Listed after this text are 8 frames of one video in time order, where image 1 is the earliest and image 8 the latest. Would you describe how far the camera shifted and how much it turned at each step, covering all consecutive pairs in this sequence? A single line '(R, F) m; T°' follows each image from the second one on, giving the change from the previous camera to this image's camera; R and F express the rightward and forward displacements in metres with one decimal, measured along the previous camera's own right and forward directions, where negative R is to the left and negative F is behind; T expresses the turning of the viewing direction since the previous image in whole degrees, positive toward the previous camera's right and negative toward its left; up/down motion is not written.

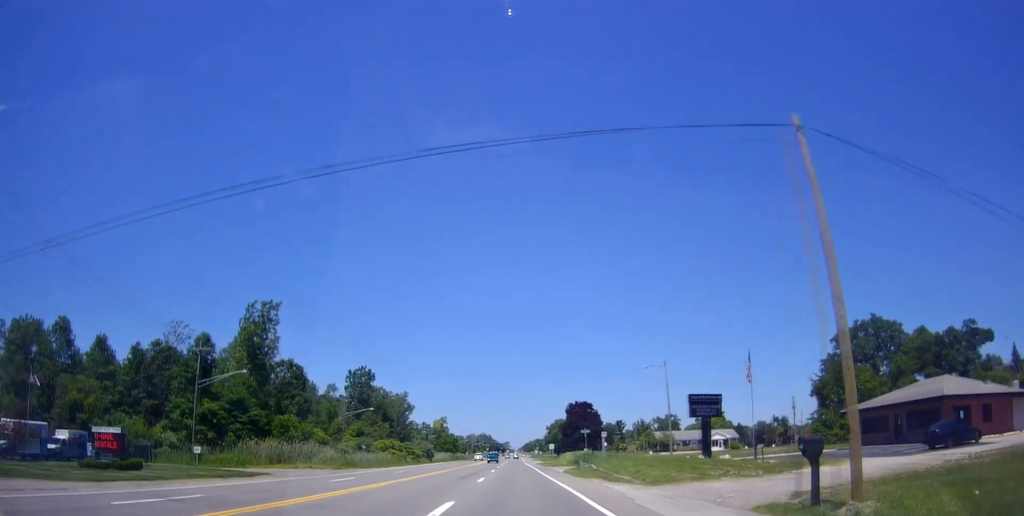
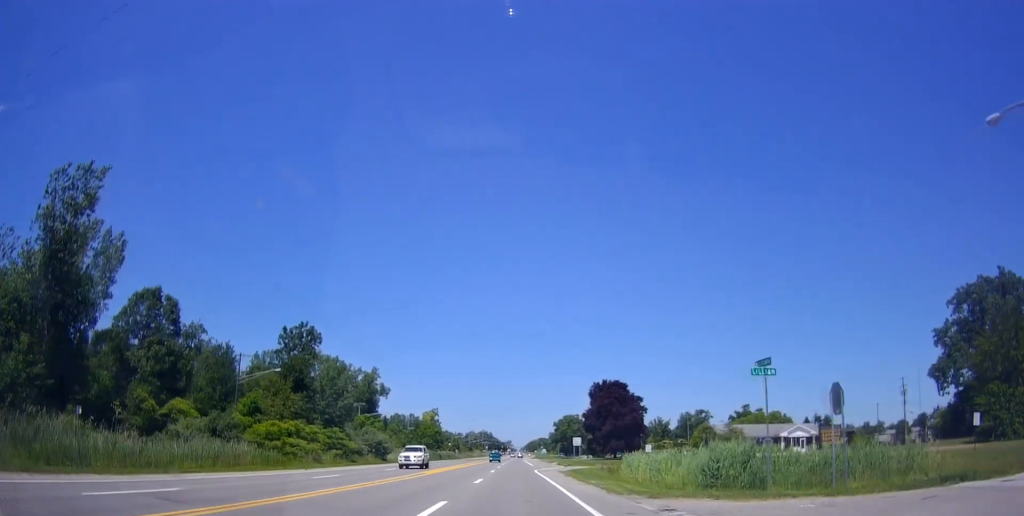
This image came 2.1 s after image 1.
(-0.4, +46.3) m; -1°
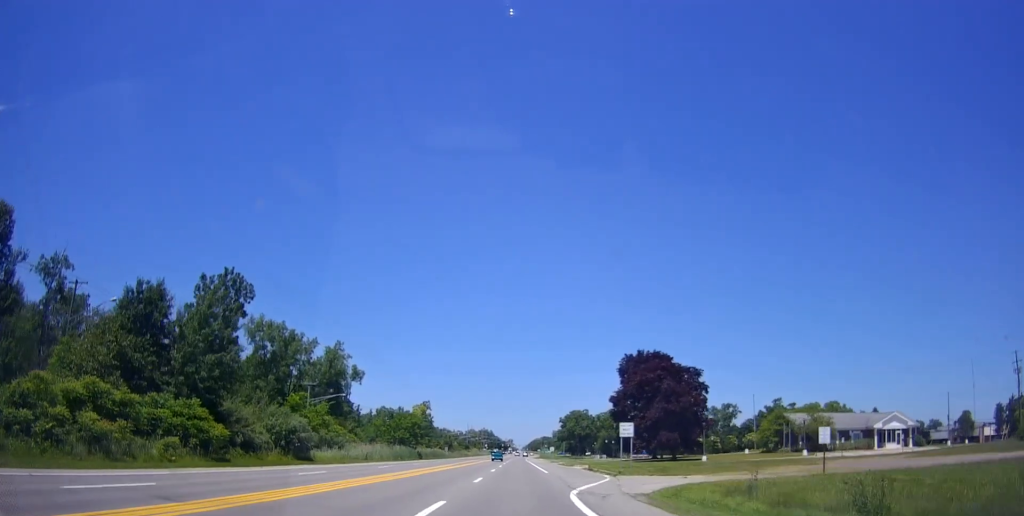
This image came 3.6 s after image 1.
(0.0, +31.3) m; 0°
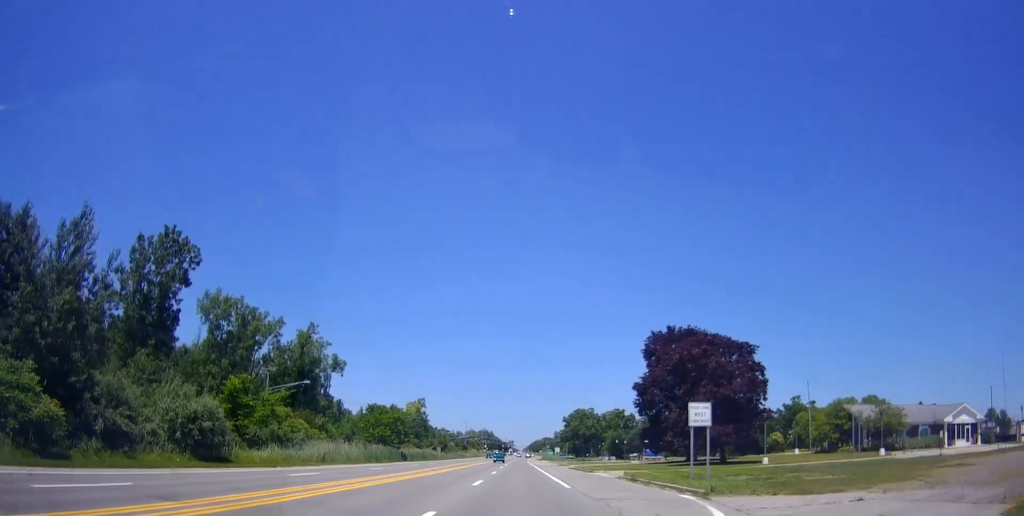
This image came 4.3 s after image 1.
(0.0, +16.0) m; 0°
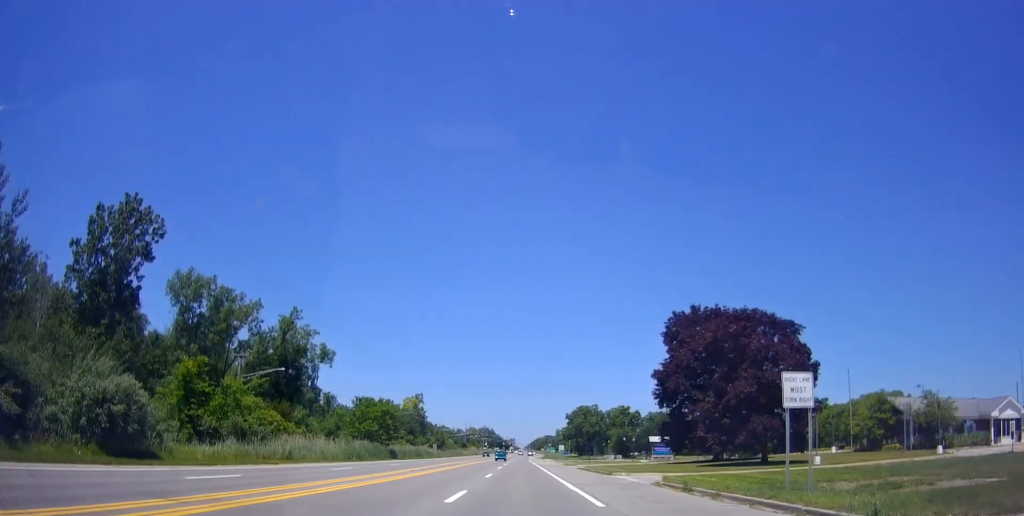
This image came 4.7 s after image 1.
(0.0, +8.7) m; 0°
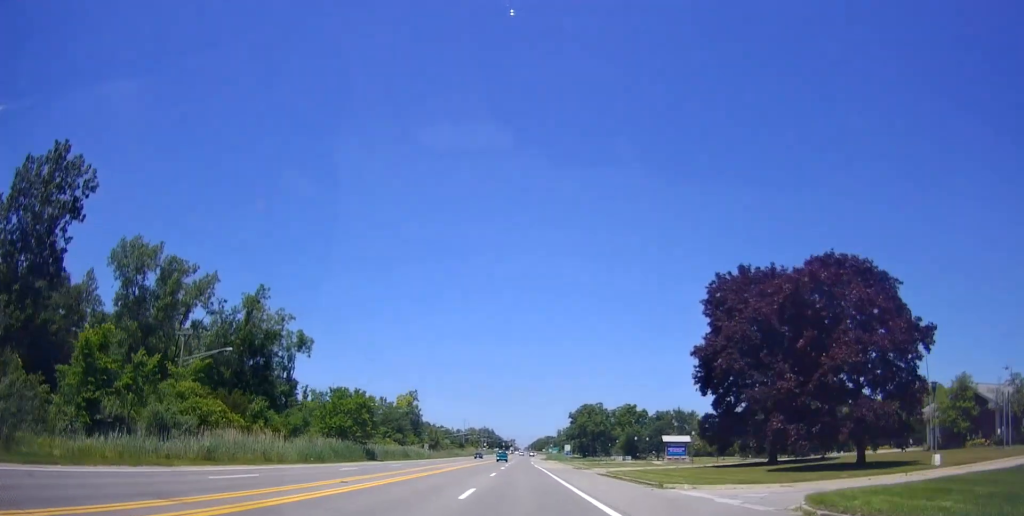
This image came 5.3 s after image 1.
(0.0, +13.2) m; 0°
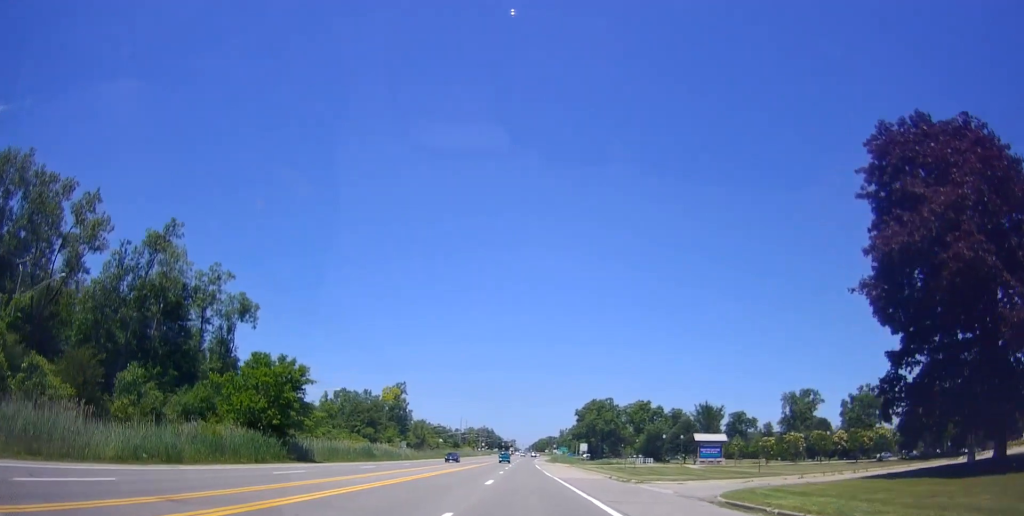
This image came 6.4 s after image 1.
(+0.1, +23.5) m; 0°
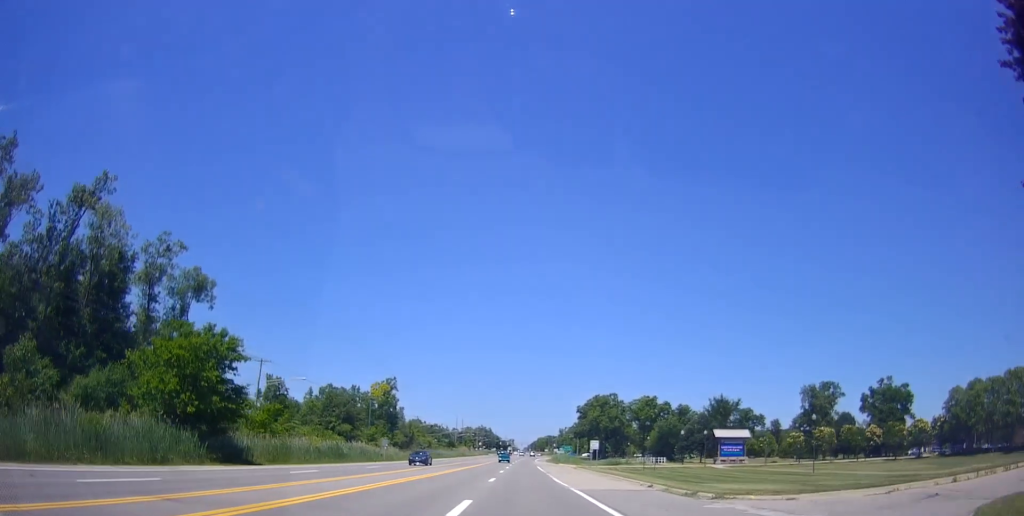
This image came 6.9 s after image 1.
(+0.1, +12.4) m; 0°
